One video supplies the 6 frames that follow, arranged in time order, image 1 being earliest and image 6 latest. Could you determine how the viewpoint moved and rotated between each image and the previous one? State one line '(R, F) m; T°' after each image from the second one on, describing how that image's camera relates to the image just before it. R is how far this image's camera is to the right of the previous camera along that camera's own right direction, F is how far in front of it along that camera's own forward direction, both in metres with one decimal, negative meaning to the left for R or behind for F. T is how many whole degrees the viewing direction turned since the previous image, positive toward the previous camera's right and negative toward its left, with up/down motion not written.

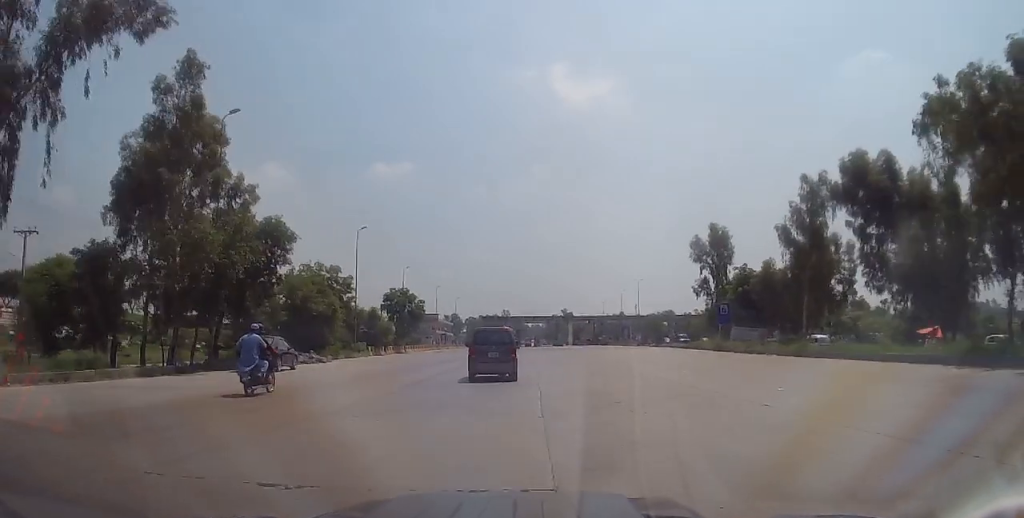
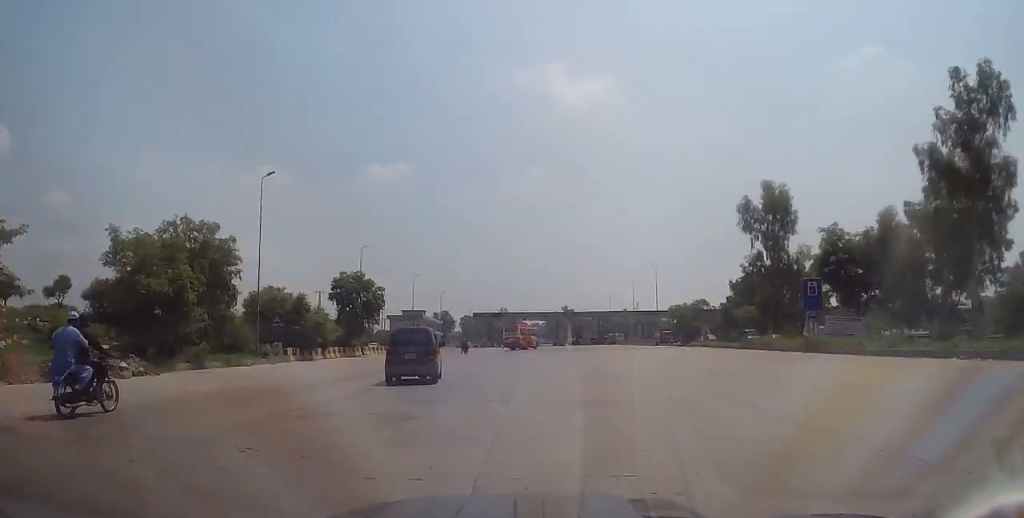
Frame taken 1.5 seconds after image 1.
(-0.3, +19.5) m; -1°
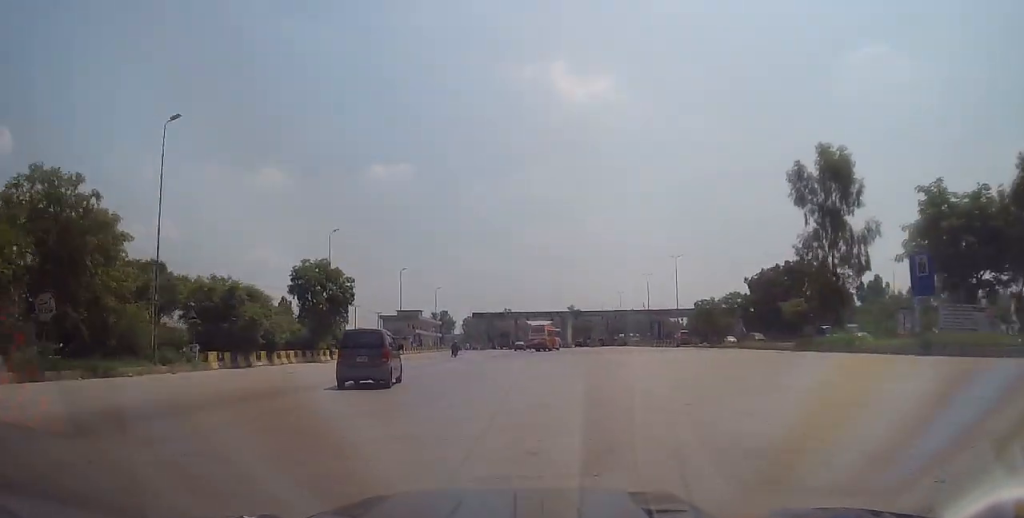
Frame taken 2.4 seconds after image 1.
(0.0, +11.0) m; 0°
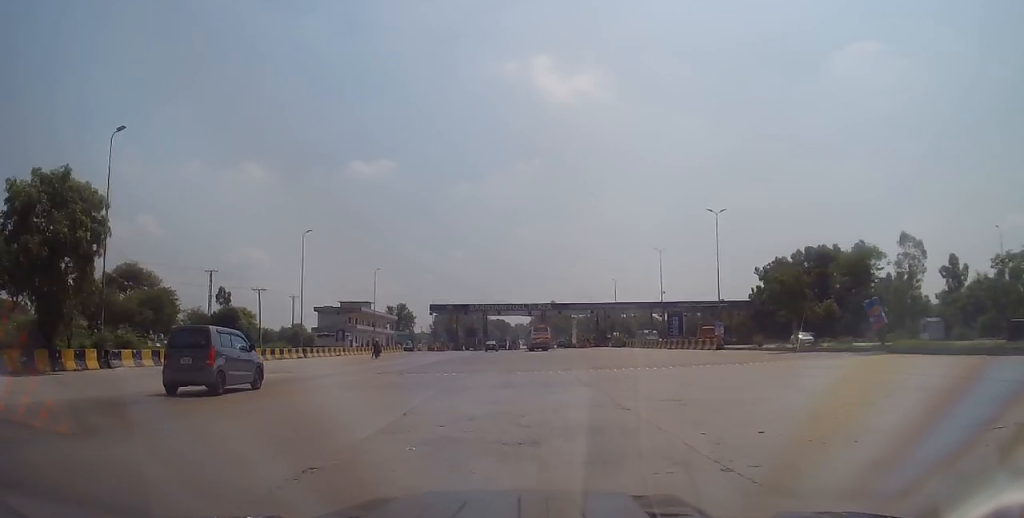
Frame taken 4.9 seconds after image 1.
(+0.3, +29.2) m; +1°
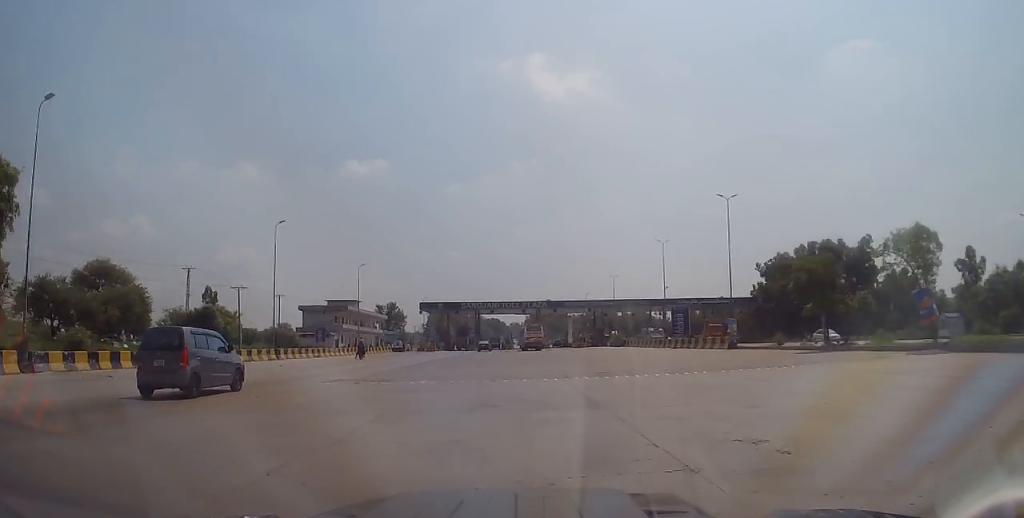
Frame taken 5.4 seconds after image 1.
(-0.1, +5.0) m; 0°
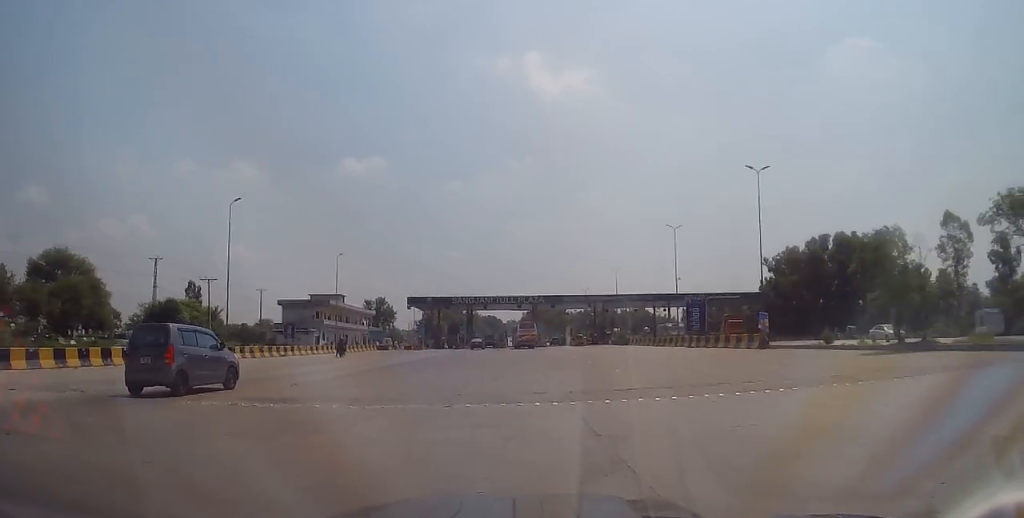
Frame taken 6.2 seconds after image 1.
(-0.2, +8.0) m; 0°
